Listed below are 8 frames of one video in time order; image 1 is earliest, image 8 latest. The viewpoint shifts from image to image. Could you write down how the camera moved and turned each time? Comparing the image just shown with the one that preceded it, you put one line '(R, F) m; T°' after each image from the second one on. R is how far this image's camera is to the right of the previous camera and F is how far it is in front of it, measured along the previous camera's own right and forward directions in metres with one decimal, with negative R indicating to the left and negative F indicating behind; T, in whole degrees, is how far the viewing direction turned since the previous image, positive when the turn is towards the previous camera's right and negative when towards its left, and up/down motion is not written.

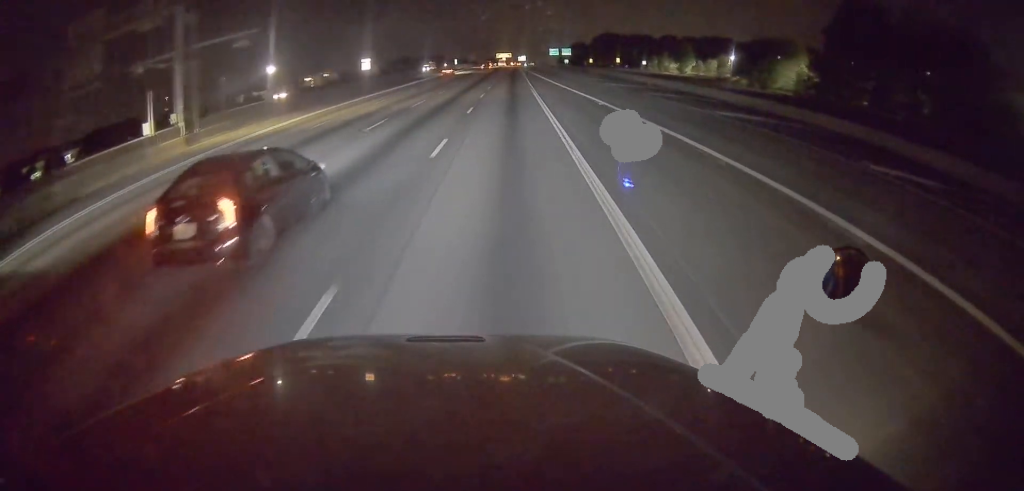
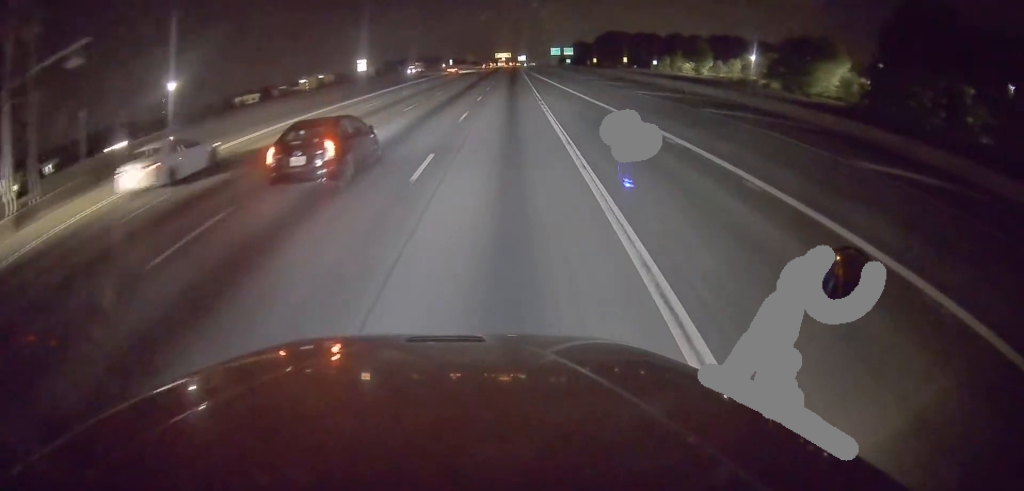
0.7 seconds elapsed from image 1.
(+0.1, +15.1) m; +1°
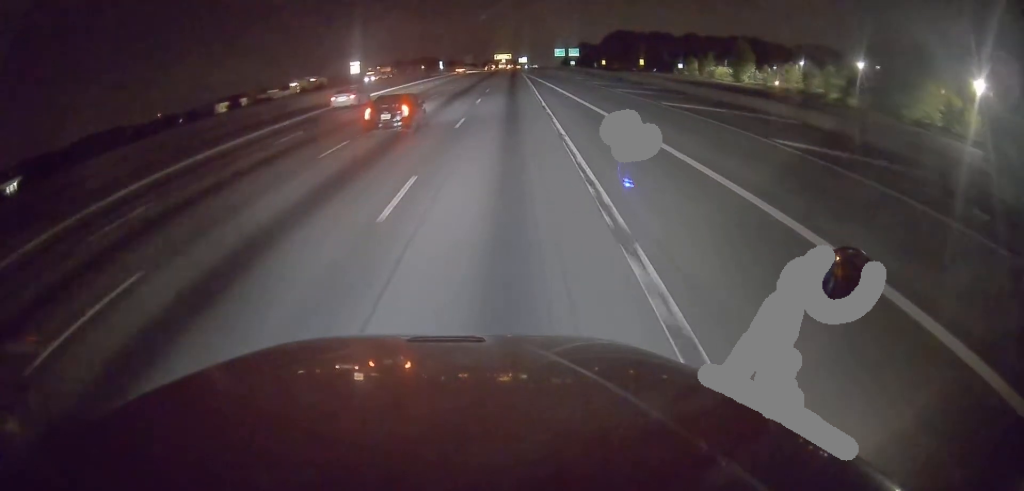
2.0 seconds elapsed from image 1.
(+0.1, +27.1) m; -1°
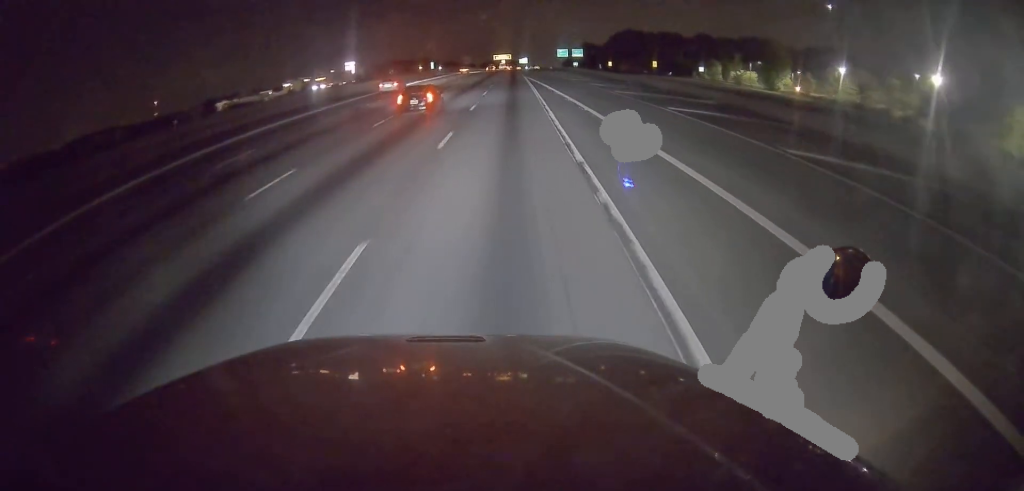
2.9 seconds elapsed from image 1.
(-0.2, +17.4) m; 0°
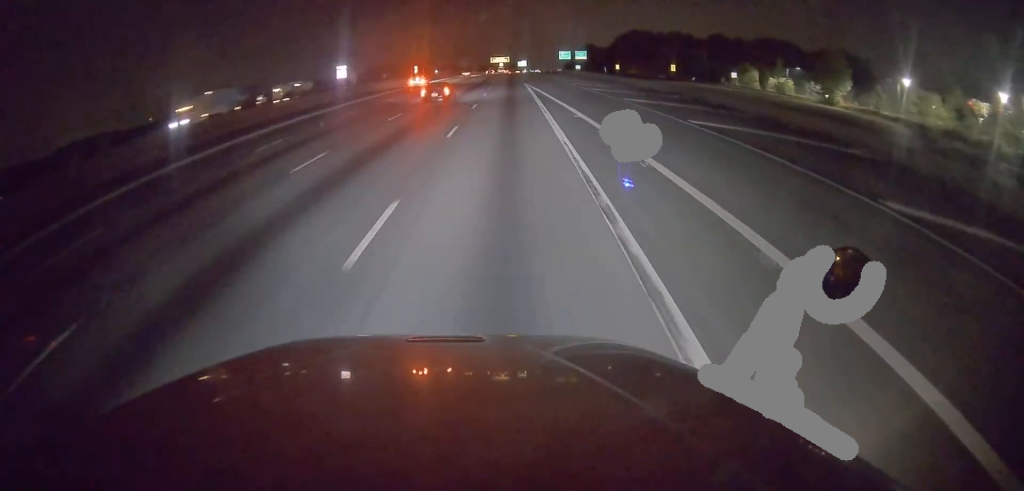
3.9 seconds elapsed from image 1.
(+0.3, +21.3) m; +1°
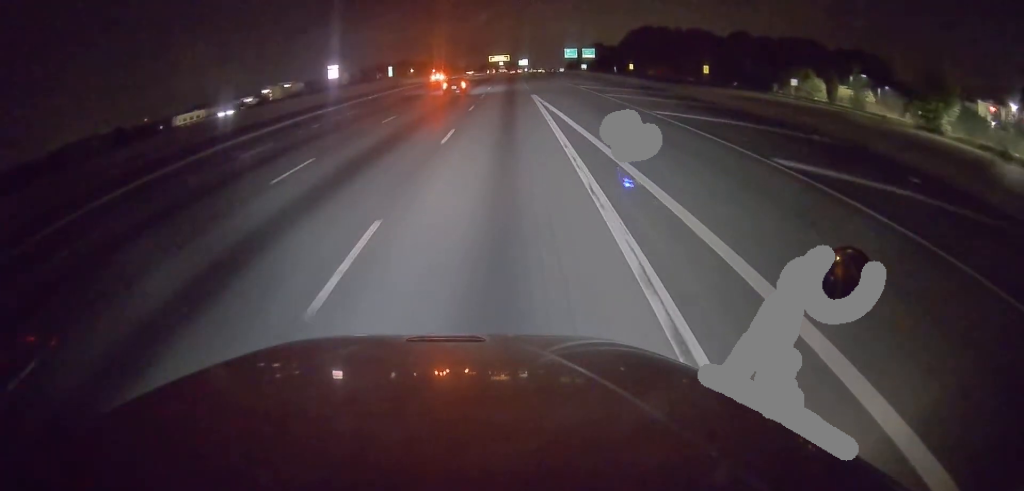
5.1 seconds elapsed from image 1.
(0.0, +25.8) m; 0°
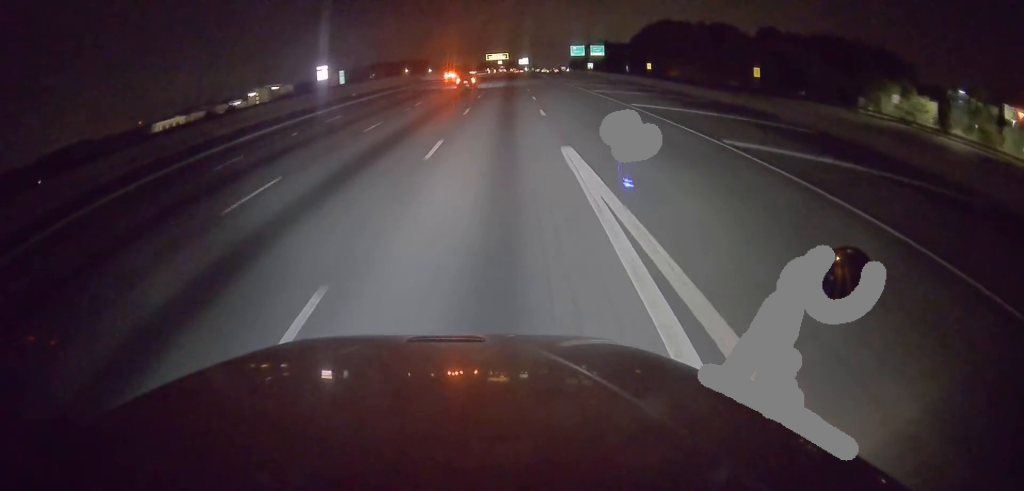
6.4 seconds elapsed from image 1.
(+0.4, +27.5) m; 0°
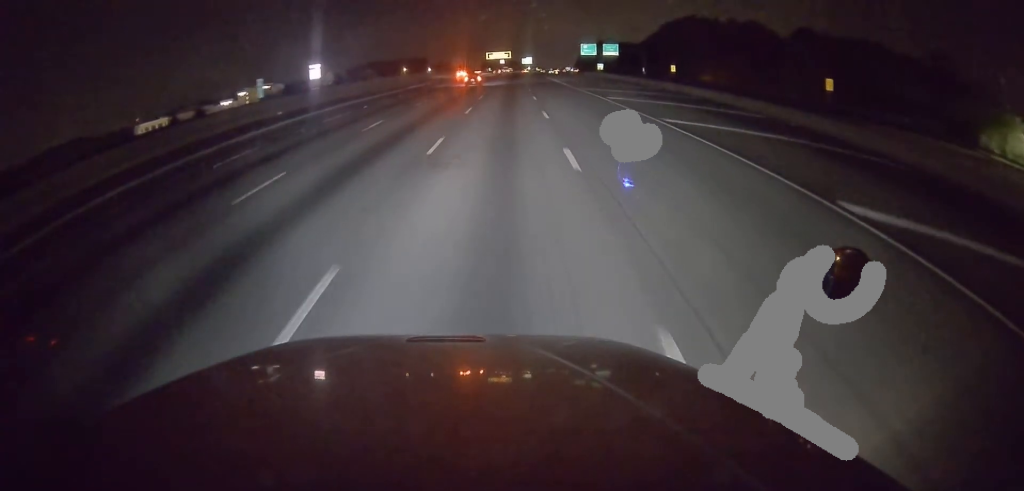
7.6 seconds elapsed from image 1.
(-0.7, +23.3) m; -2°
